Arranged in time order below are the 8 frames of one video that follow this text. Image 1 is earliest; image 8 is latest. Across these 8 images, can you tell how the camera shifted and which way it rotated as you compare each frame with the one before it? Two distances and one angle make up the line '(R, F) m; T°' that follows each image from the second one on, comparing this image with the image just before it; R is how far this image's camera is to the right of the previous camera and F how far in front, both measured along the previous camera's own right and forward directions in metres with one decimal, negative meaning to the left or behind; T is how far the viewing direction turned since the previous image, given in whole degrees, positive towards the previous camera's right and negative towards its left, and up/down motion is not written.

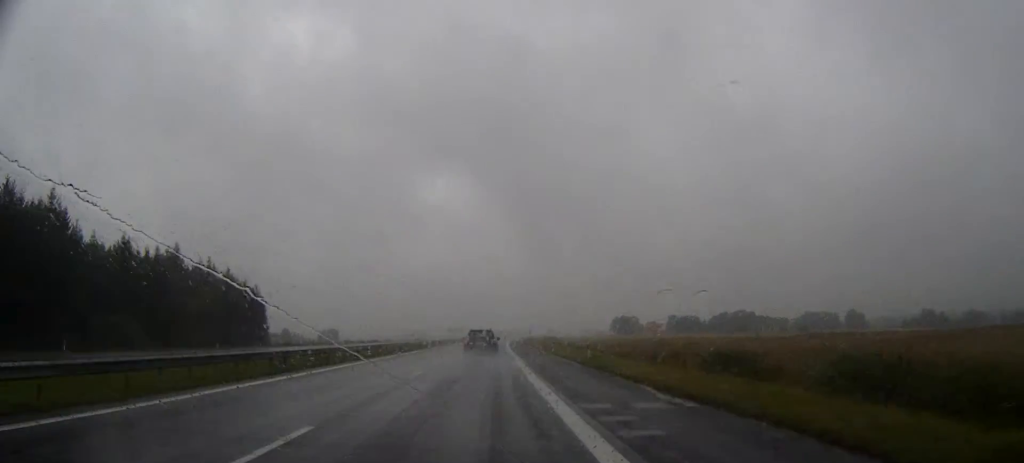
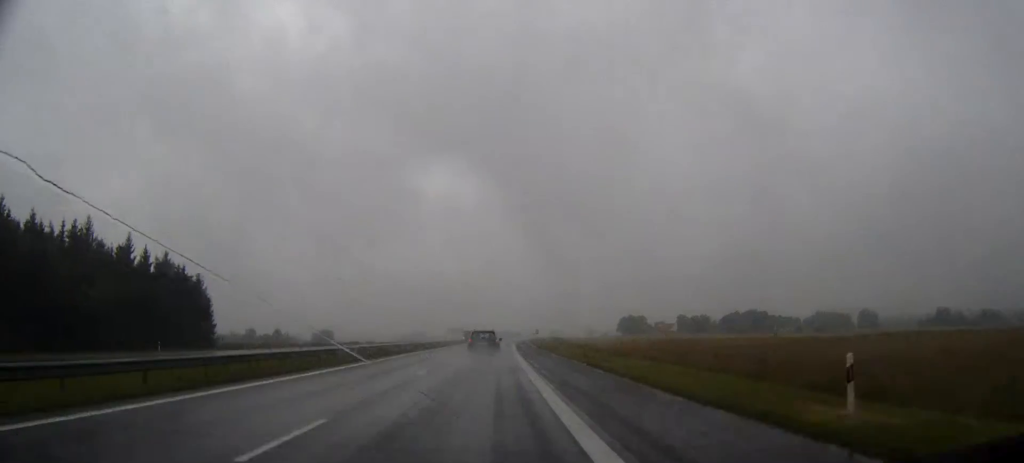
(0.0, +30.9) m; 0°
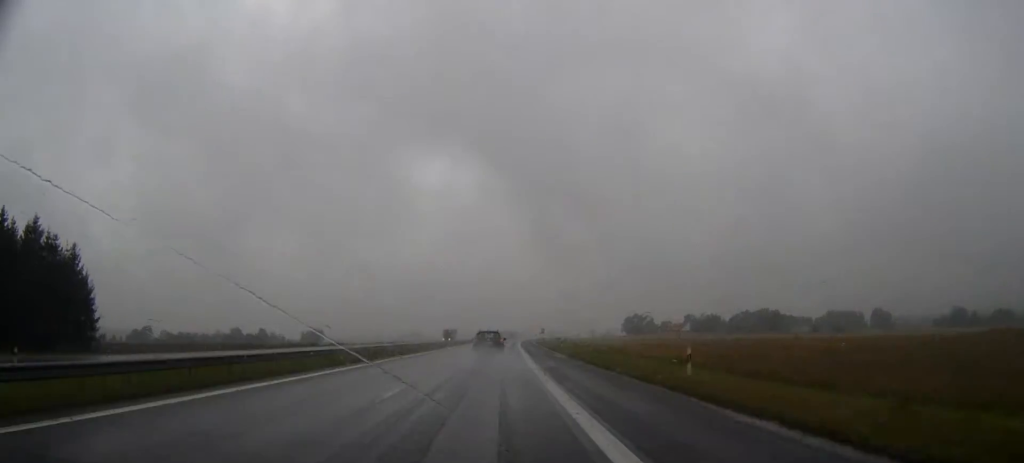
(0.0, +39.4) m; 0°
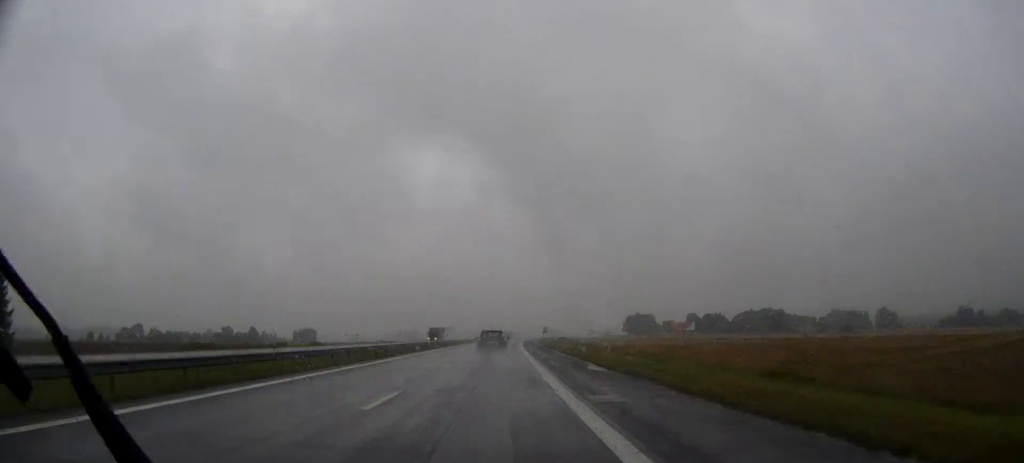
(0.0, +18.8) m; 0°
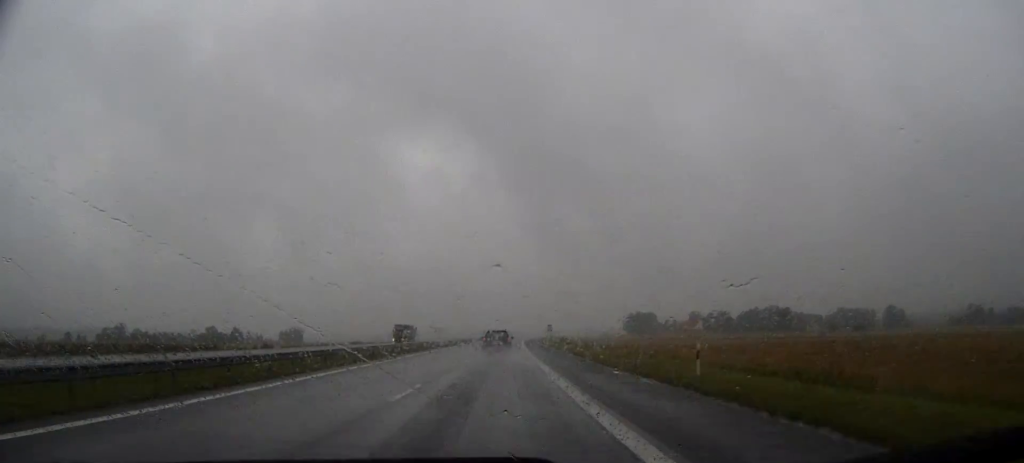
(+0.1, +30.0) m; 0°
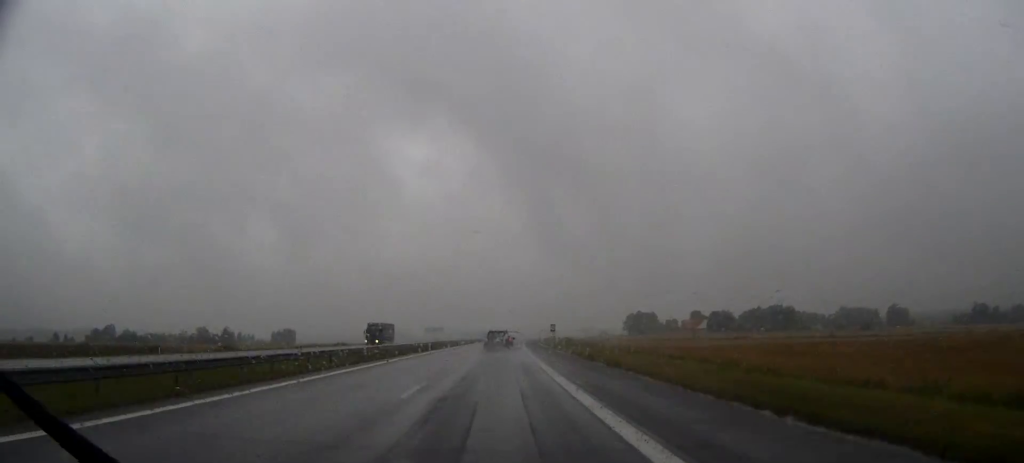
(0.0, +15.0) m; 0°
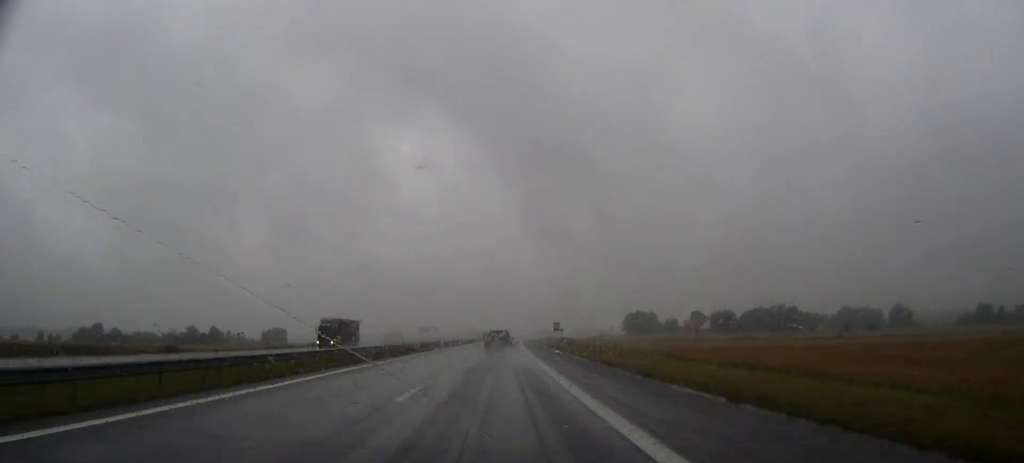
(0.0, +16.9) m; 0°
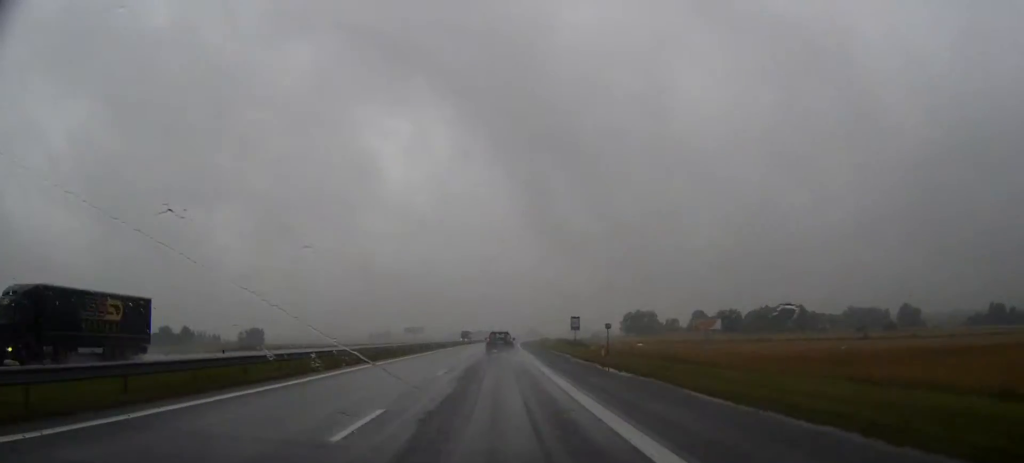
(+0.2, +37.5) m; +1°
